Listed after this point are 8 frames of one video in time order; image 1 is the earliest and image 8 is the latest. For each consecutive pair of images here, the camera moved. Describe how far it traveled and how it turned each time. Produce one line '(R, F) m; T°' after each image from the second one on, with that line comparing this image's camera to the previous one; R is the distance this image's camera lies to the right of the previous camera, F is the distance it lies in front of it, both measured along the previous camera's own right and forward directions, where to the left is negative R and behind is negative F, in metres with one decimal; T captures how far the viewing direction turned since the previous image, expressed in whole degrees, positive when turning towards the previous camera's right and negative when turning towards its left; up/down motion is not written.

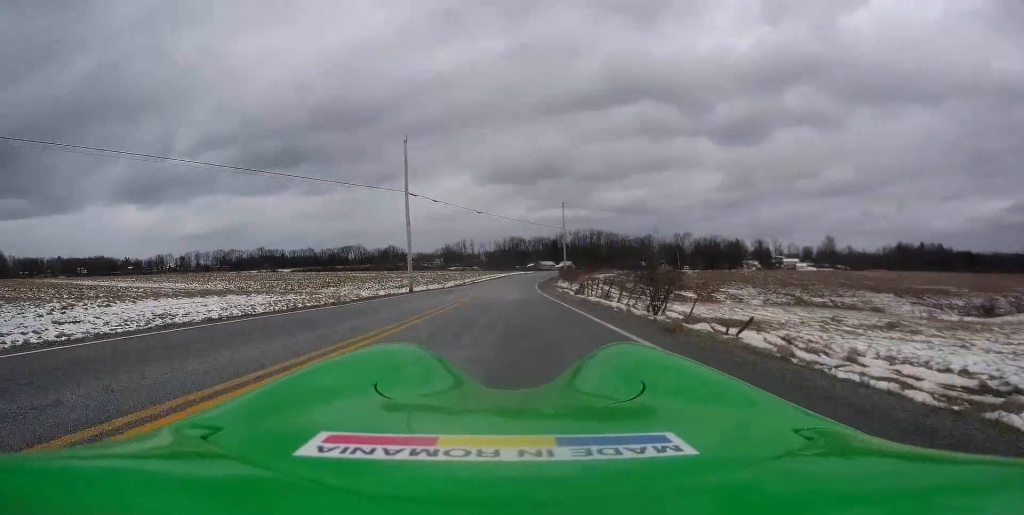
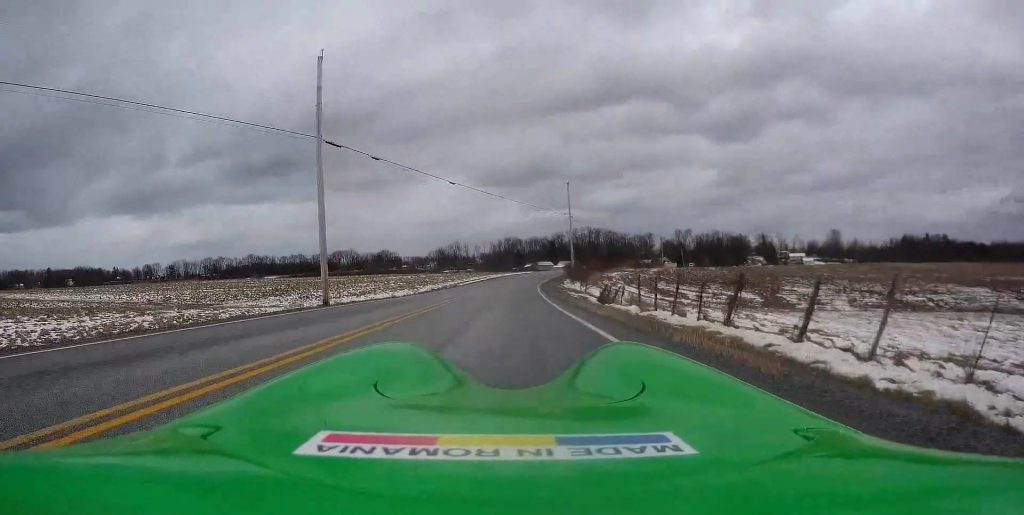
(+0.9, +18.4) m; +3°
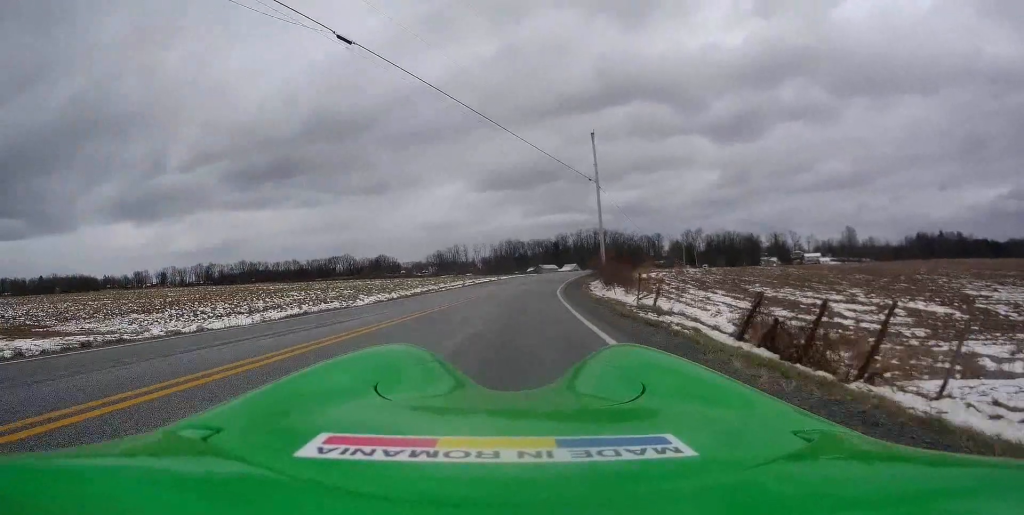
(-0.7, +24.4) m; -1°
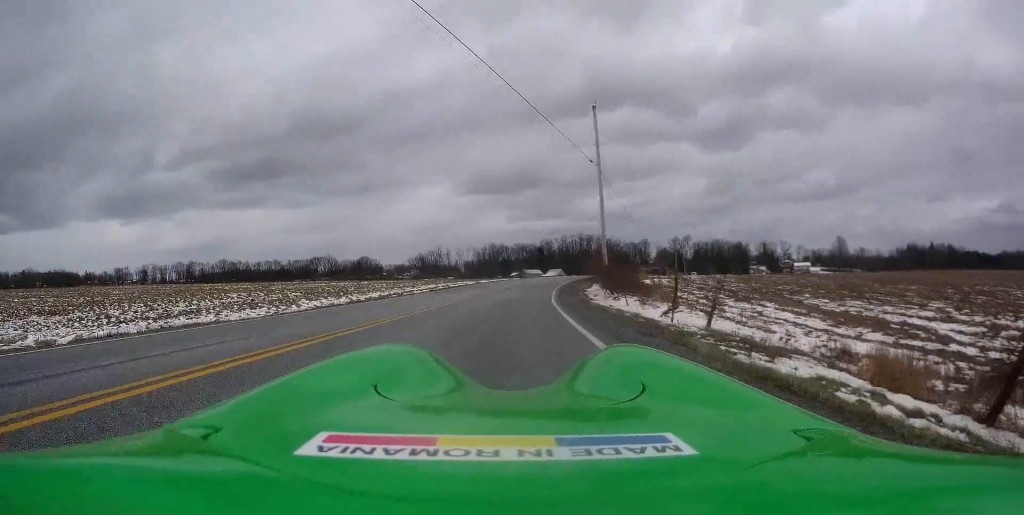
(+0.2, +8.6) m; +1°
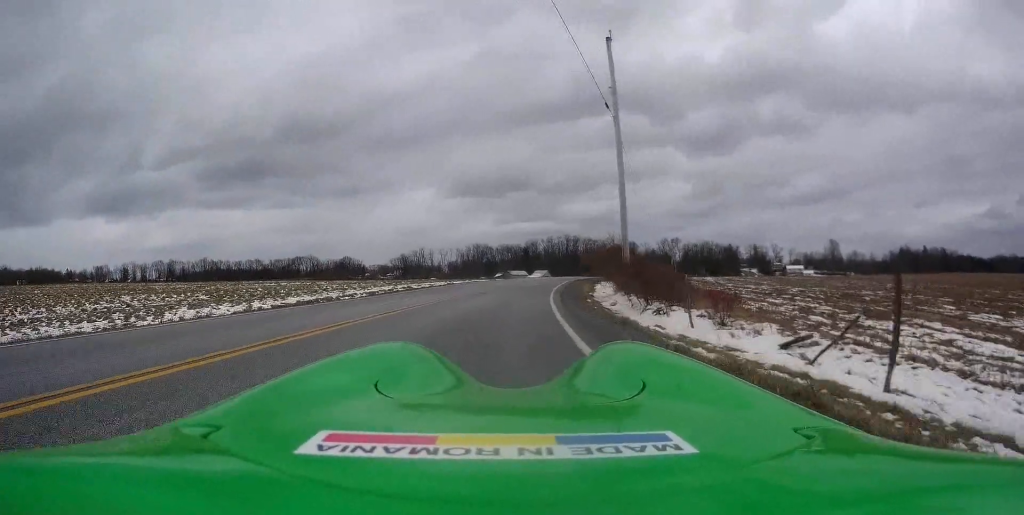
(-0.1, +11.9) m; +2°
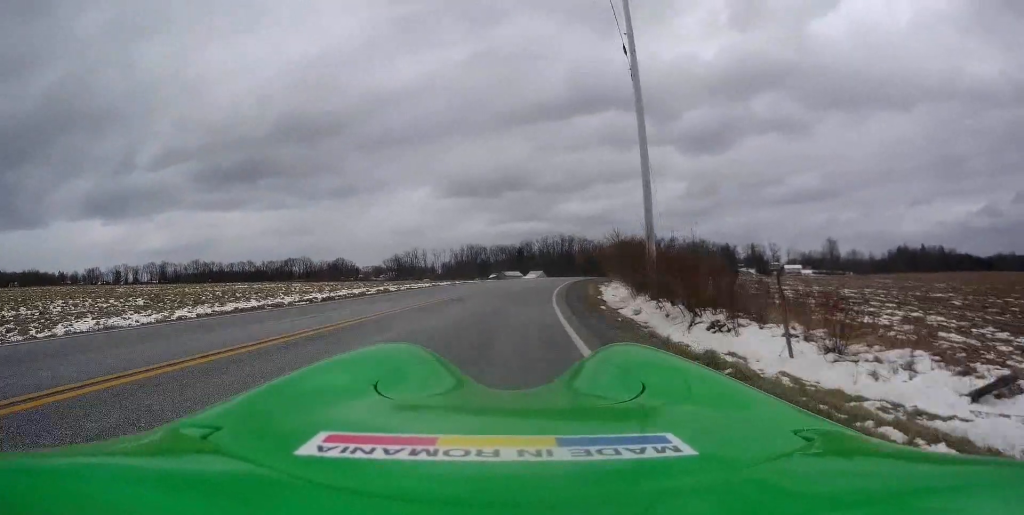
(+0.2, +5.4) m; +1°
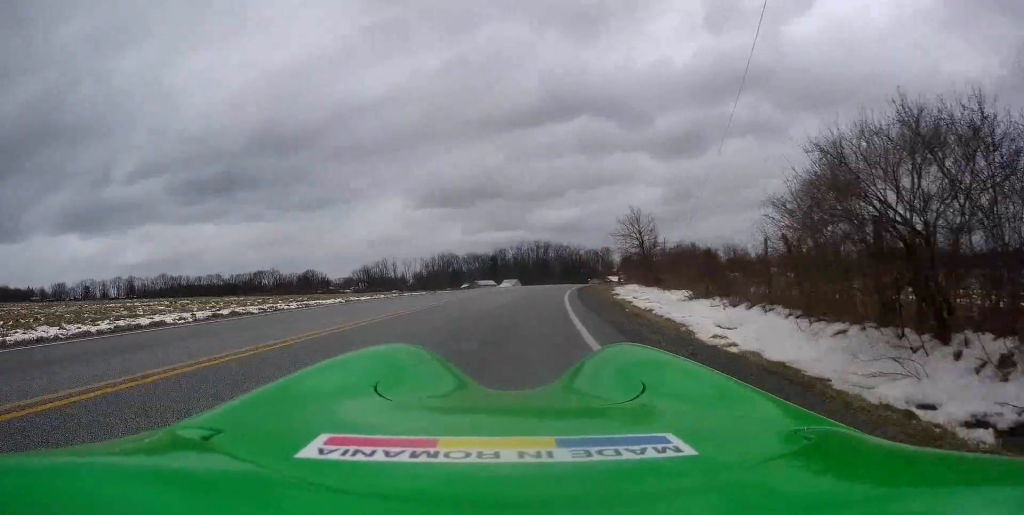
(+0.1, +17.7) m; +3°
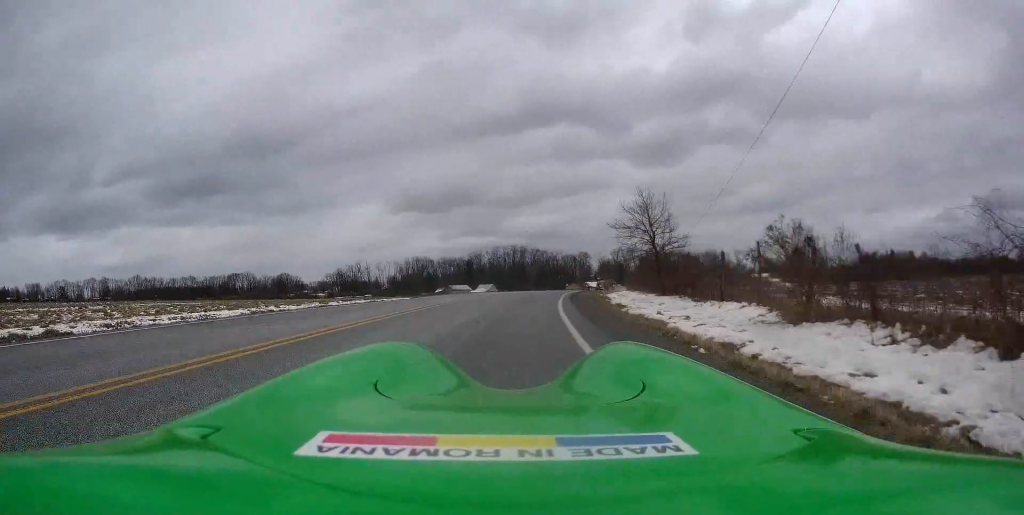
(+0.3, +7.9) m; +2°
